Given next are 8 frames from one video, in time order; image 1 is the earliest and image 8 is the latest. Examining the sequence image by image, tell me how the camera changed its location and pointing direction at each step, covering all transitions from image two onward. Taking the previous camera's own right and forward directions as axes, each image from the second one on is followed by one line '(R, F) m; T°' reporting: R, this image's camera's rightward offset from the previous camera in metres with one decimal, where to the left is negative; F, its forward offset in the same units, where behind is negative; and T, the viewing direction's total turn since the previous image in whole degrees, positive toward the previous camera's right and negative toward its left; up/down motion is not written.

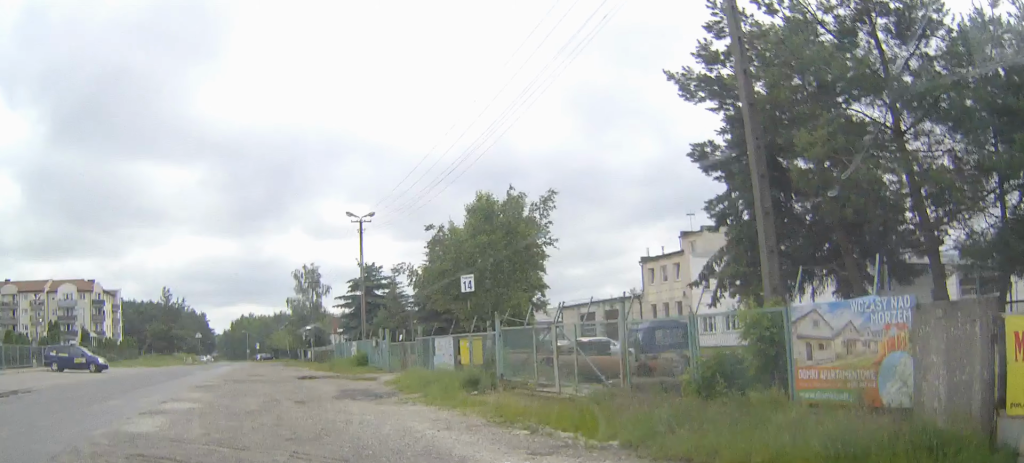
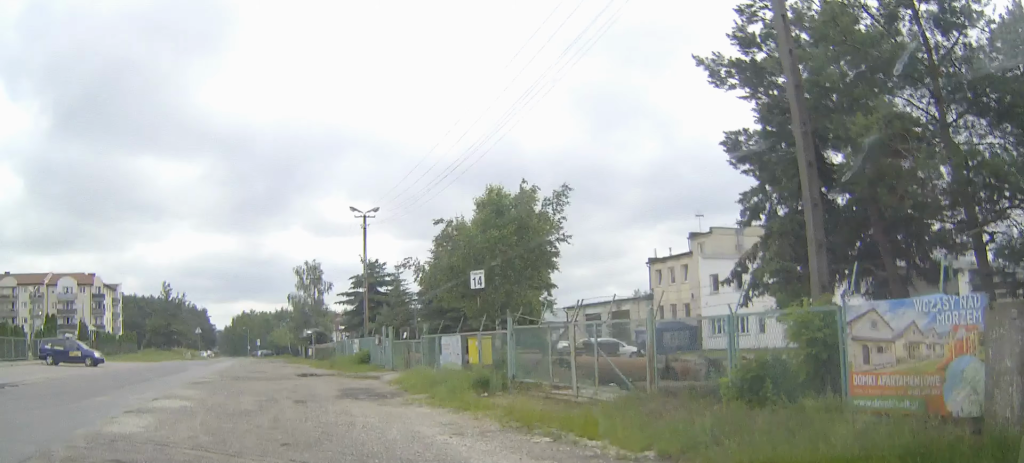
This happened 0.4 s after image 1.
(0.0, +1.1) m; -1°
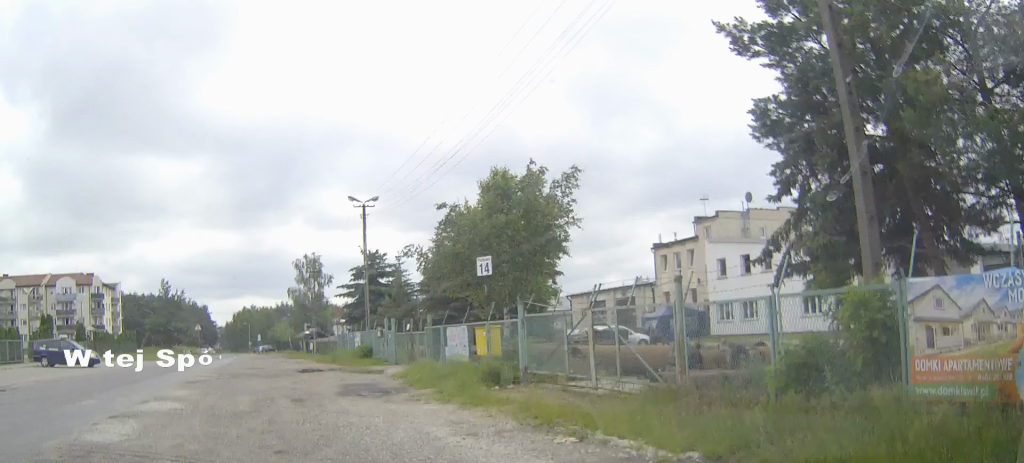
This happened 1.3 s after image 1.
(0.0, +1.6) m; -1°
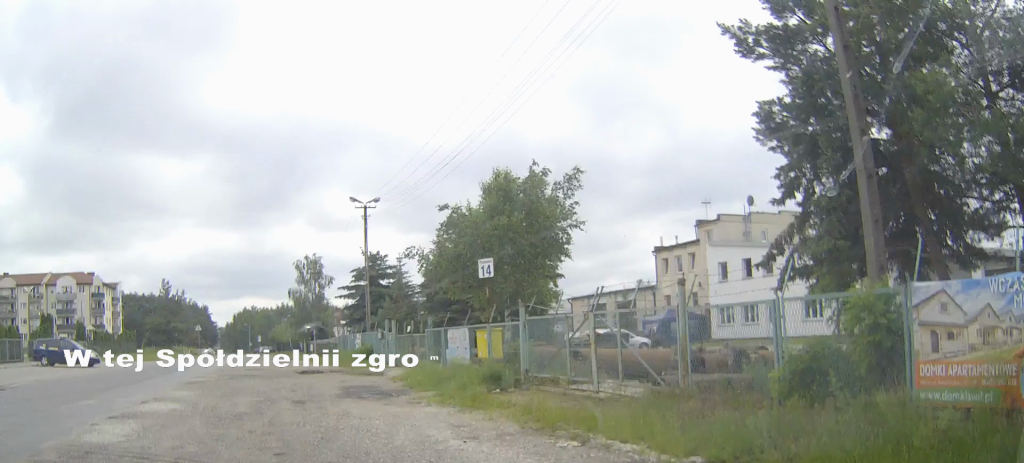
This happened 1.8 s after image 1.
(0.0, +0.6) m; 0°
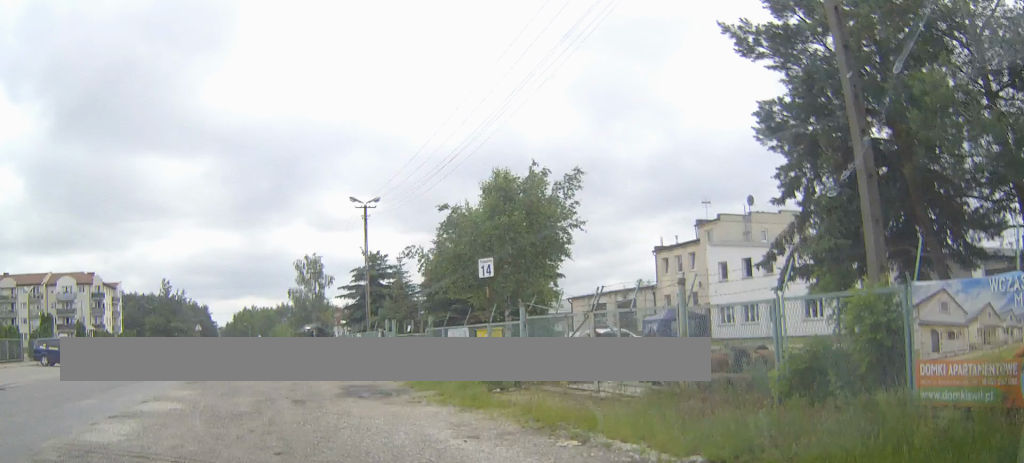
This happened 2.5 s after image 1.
(0.0, +0.2) m; 0°
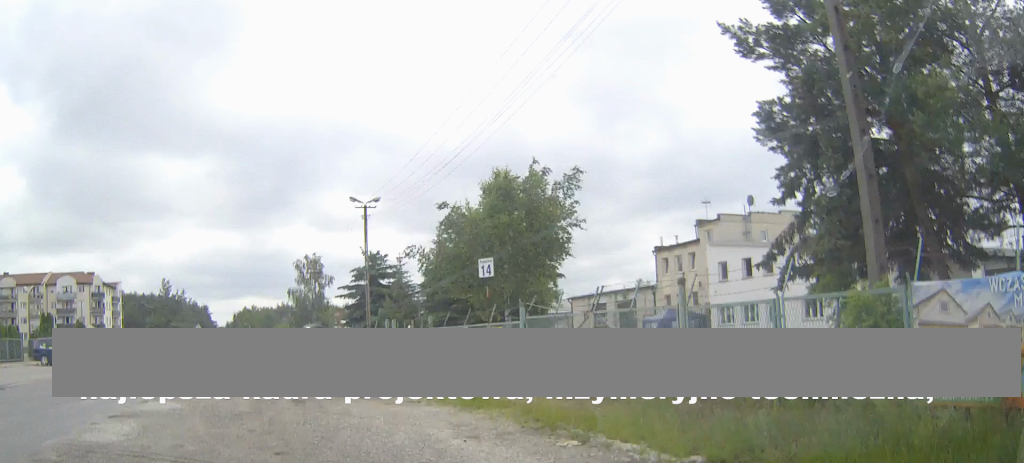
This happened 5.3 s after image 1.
(0.0, +0.5) m; 0°
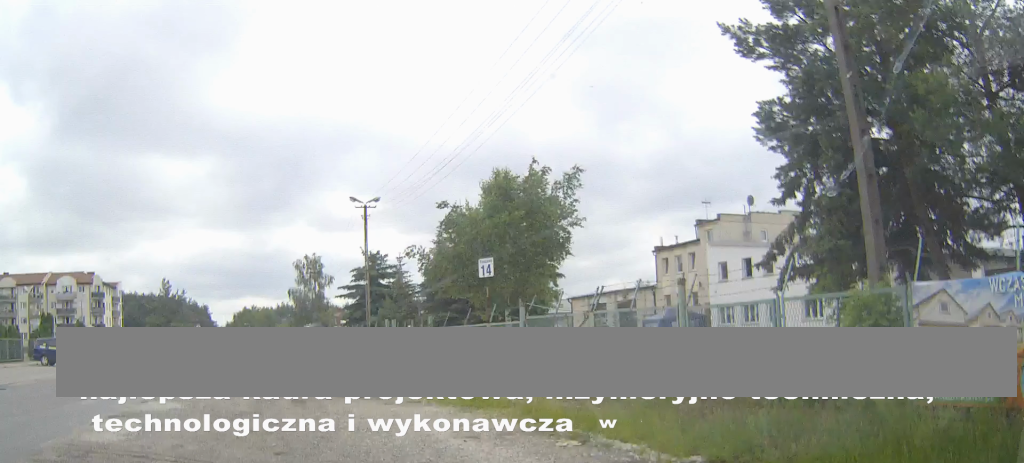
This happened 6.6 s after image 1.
(0.0, +0.3) m; 0°
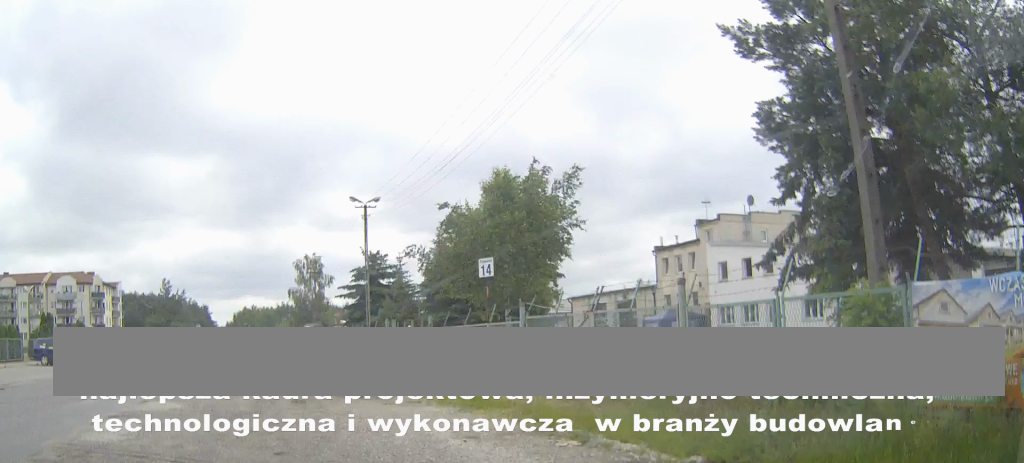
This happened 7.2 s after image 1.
(0.0, 0.0) m; 0°
